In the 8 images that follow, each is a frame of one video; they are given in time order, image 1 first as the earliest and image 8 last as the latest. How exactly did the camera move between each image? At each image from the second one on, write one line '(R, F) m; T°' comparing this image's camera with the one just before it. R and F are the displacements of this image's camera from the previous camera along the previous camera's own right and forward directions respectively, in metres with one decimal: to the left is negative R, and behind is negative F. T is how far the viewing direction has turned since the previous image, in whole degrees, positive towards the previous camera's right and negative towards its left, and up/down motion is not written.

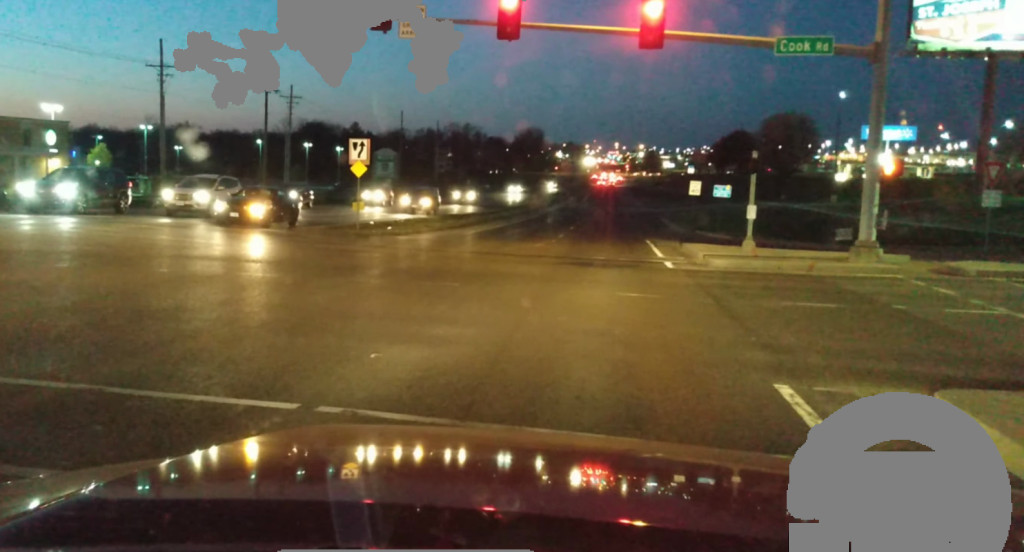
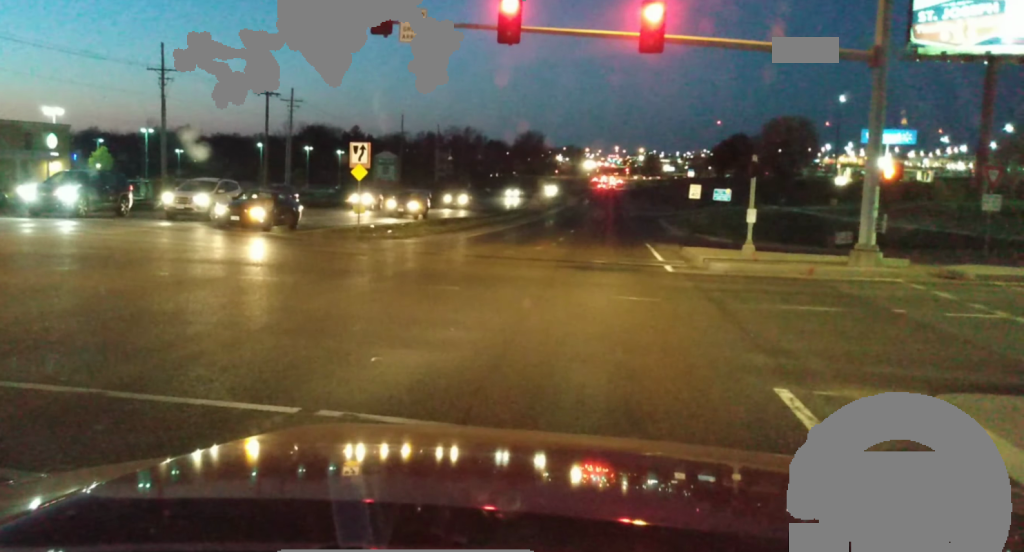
(+0.1, +0.3) m; 0°
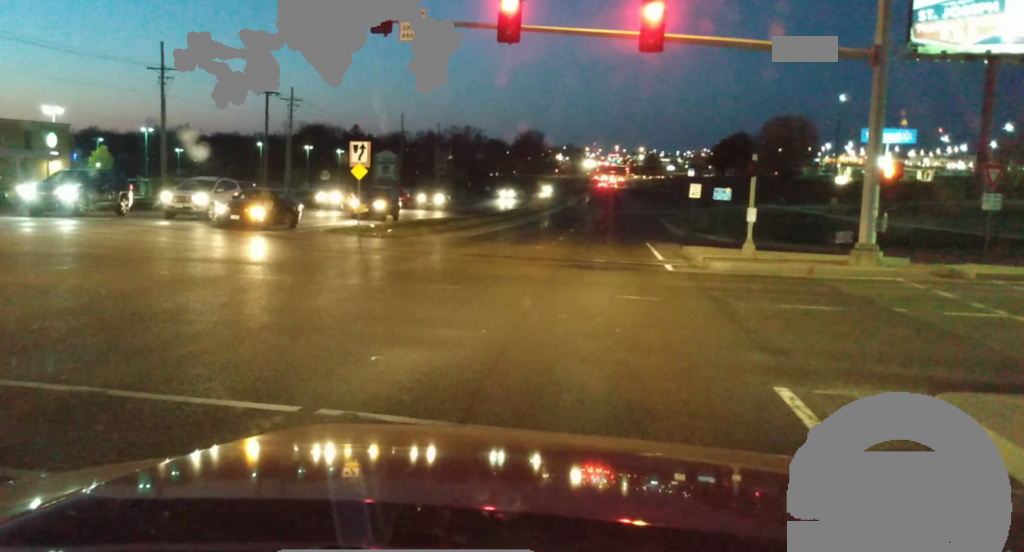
(-0.1, +0.1) m; 0°
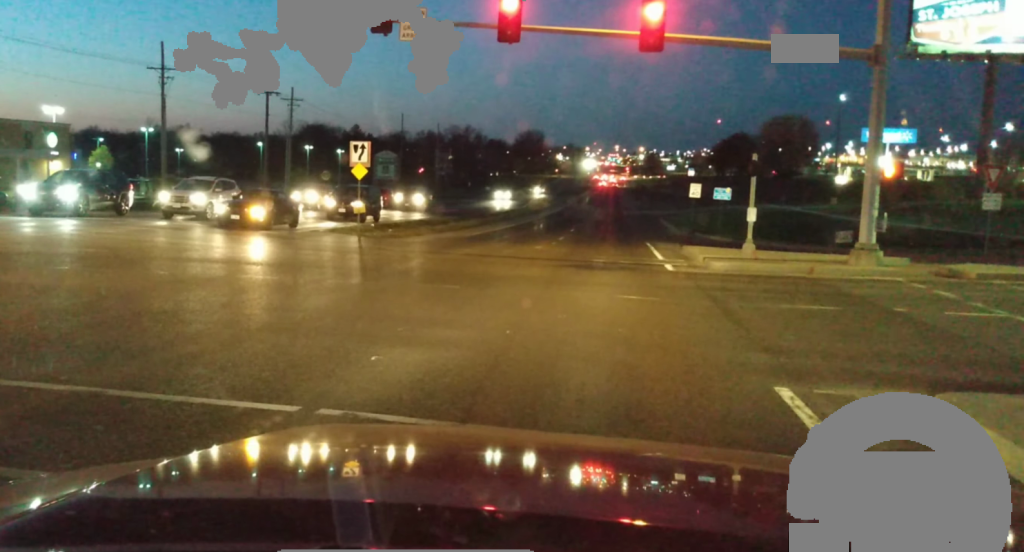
(-0.1, -0.1) m; 0°
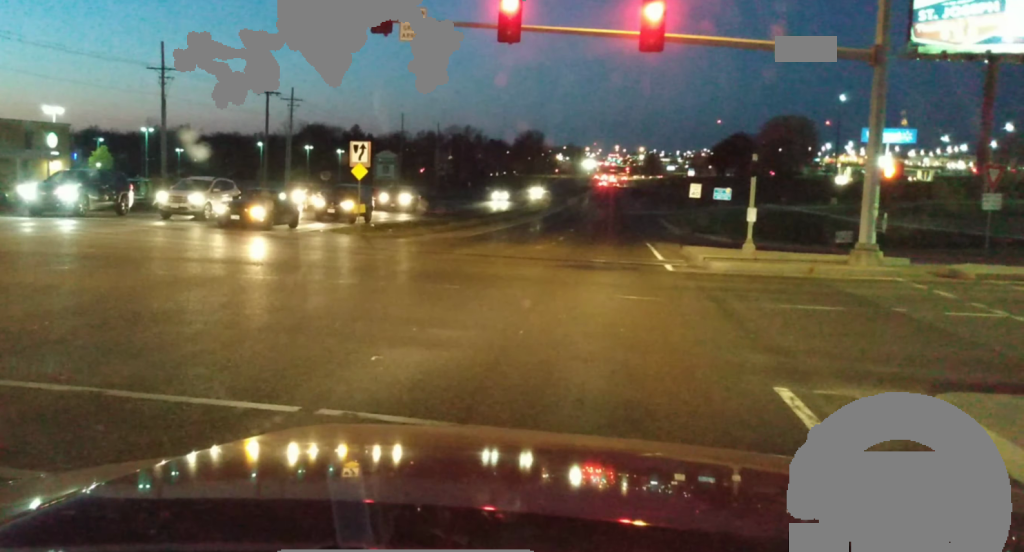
(-0.1, 0.0) m; 0°
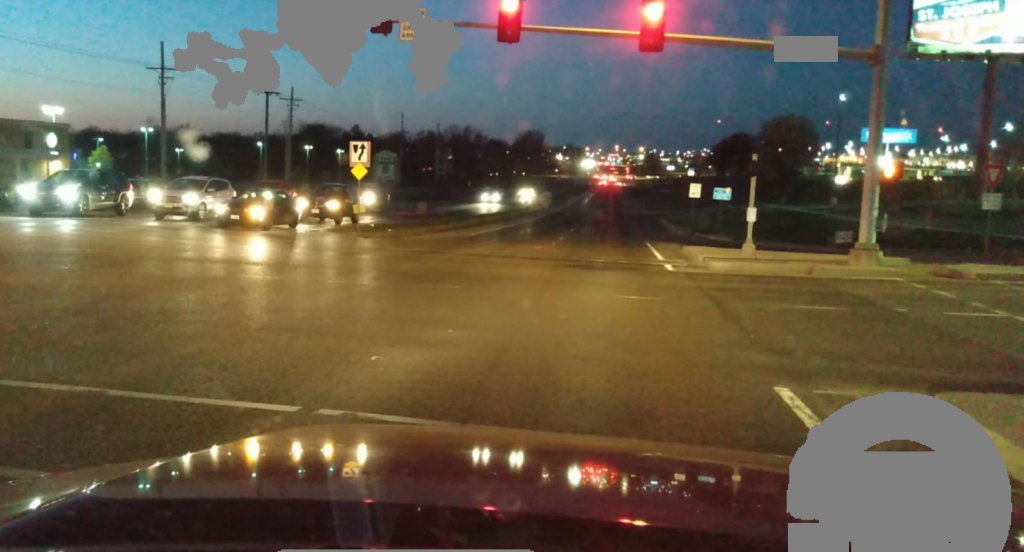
(-0.2, 0.0) m; 0°
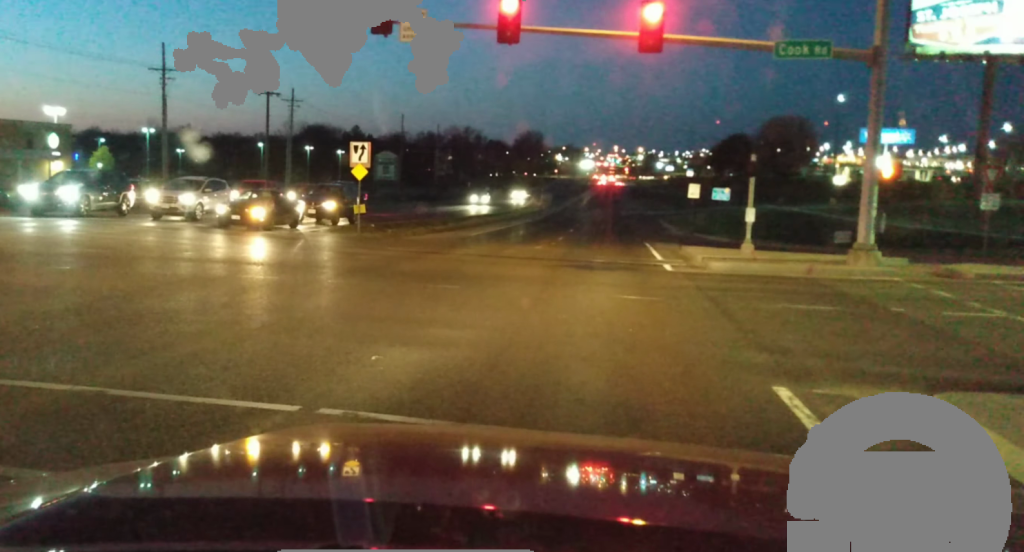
(-0.2, 0.0) m; 0°
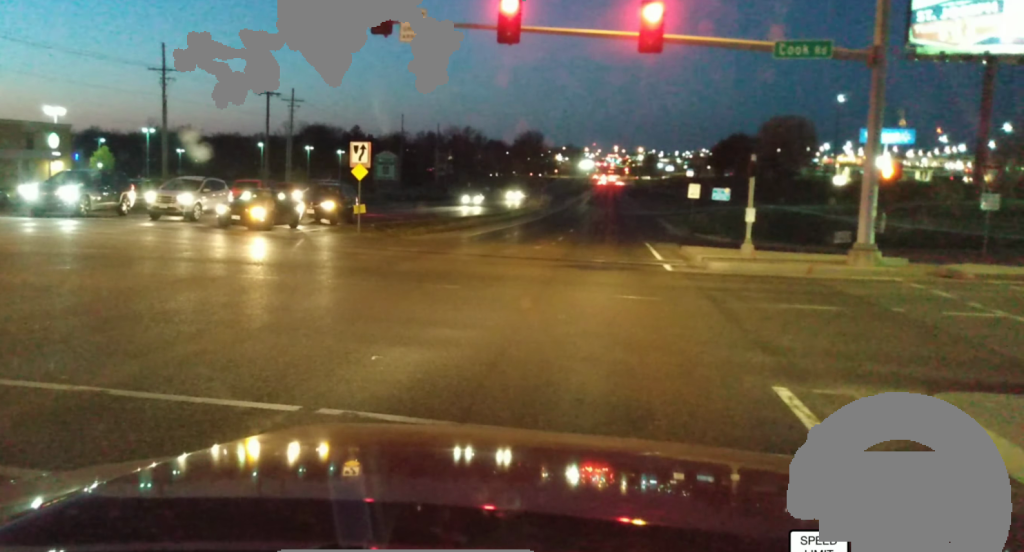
(-0.1, 0.0) m; 0°
